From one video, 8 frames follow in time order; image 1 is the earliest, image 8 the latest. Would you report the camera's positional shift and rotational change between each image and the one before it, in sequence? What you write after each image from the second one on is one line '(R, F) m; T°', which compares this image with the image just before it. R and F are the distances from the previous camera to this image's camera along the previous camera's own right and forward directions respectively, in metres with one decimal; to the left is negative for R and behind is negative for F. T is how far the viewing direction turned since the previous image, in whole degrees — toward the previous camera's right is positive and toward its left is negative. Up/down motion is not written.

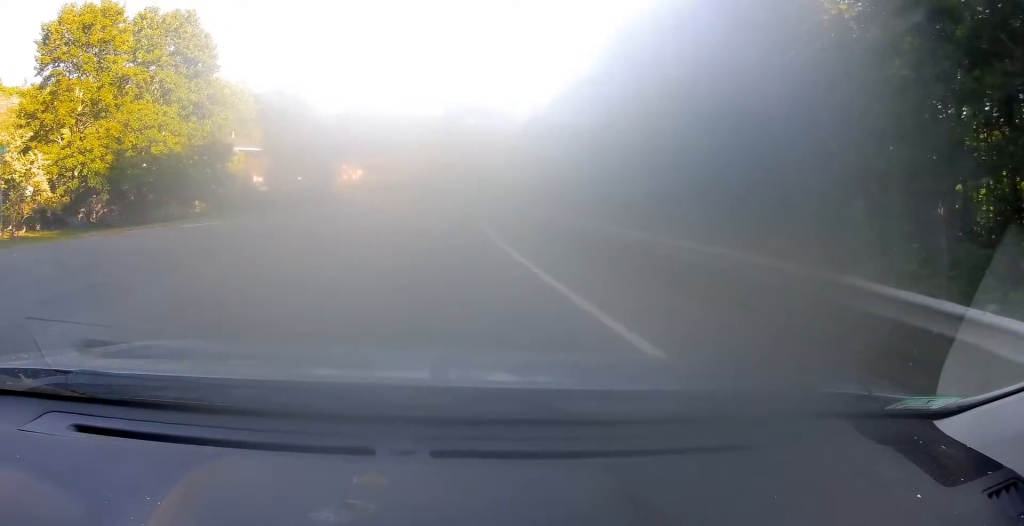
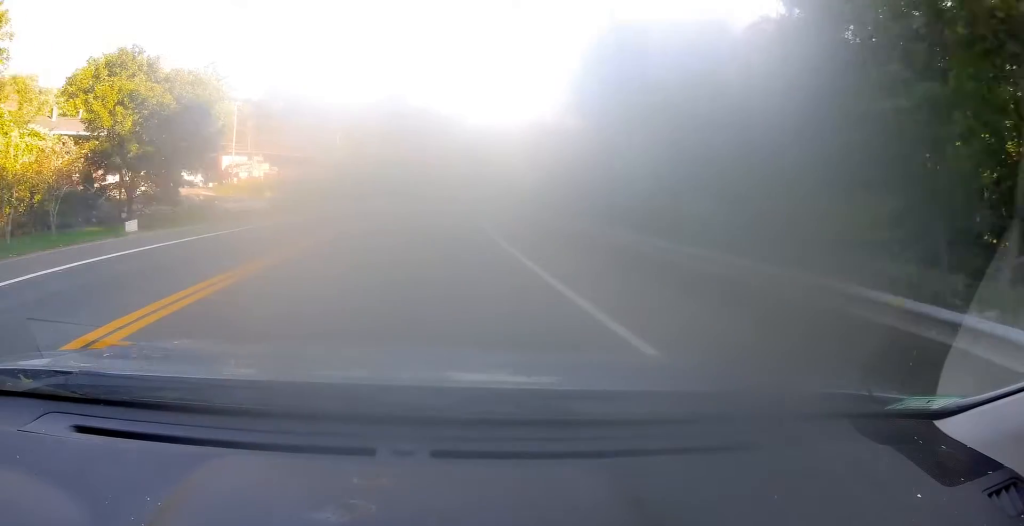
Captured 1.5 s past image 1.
(+0.8, +31.4) m; +5°
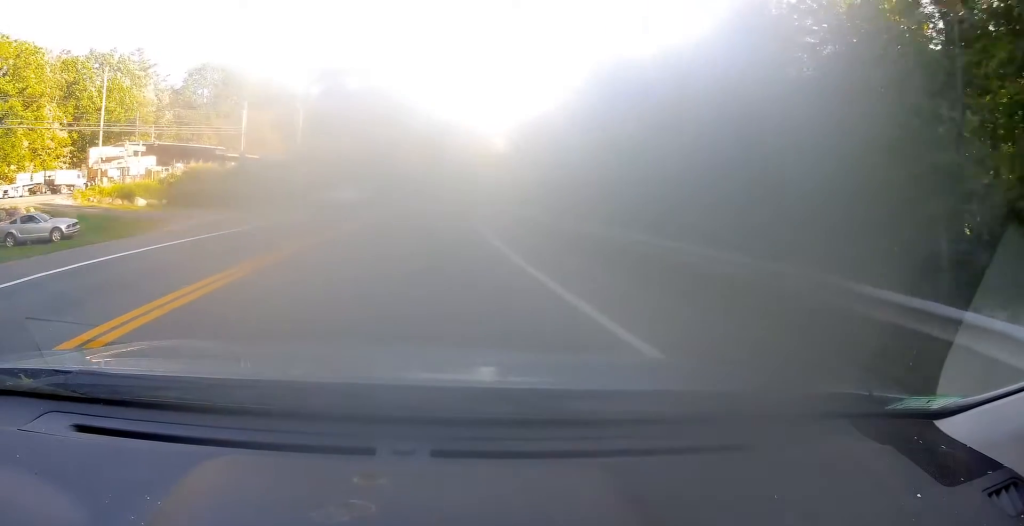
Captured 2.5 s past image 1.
(+1.3, +22.3) m; +5°
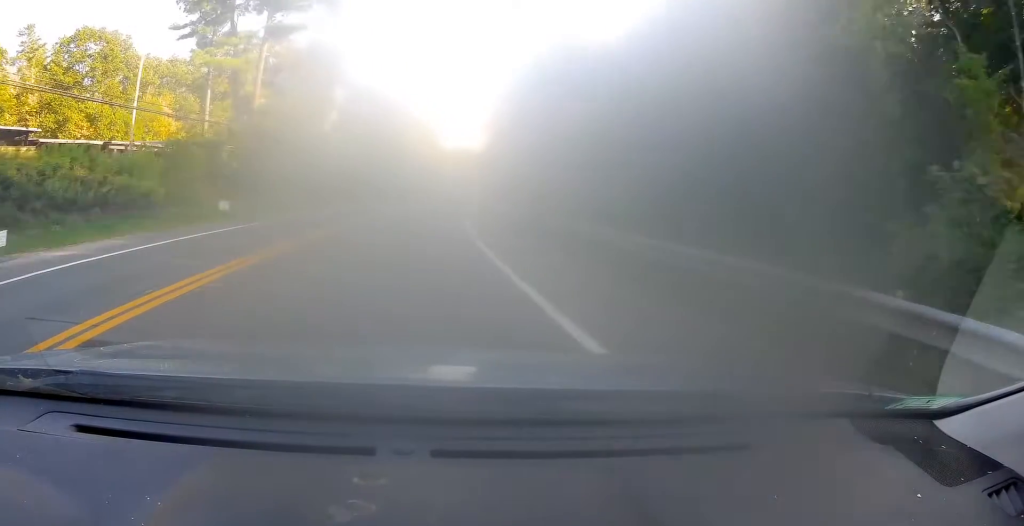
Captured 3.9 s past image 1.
(+1.4, +31.2) m; +5°
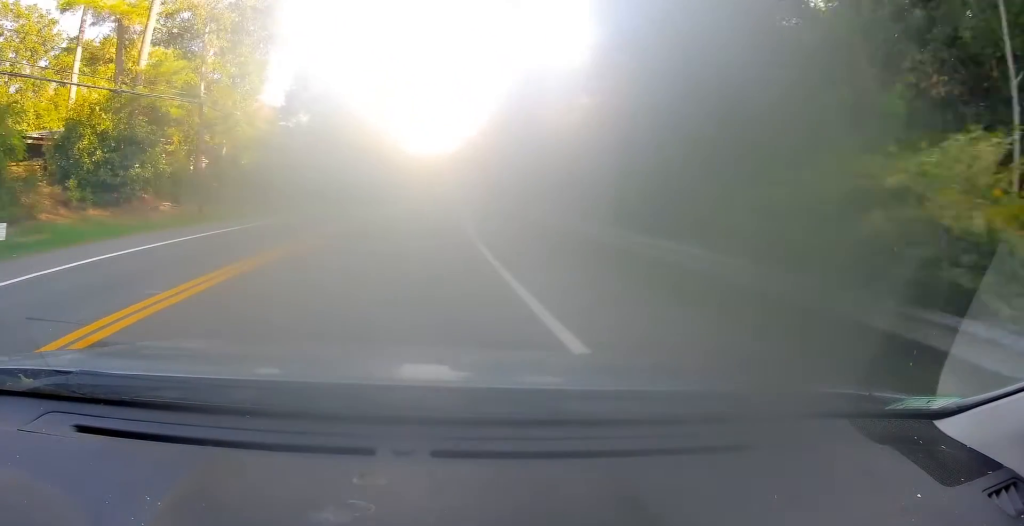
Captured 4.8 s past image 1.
(+0.5, +18.2) m; +3°
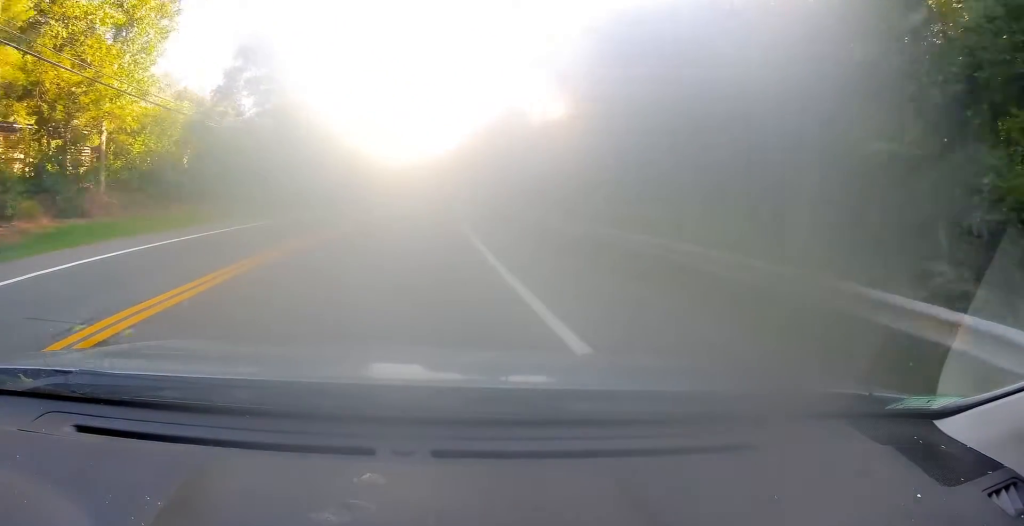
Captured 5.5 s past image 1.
(+0.3, +16.0) m; +3°
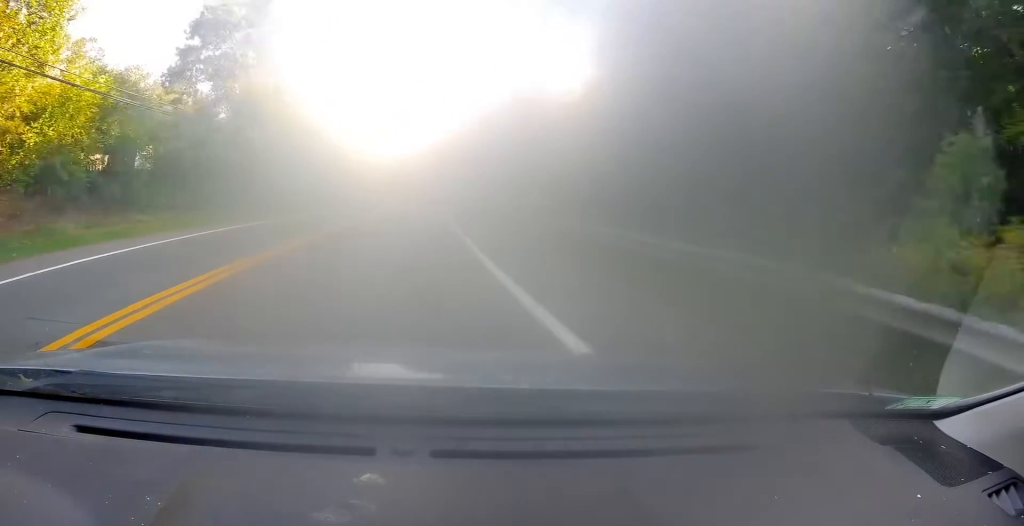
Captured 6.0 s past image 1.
(+0.2, +10.3) m; +2°
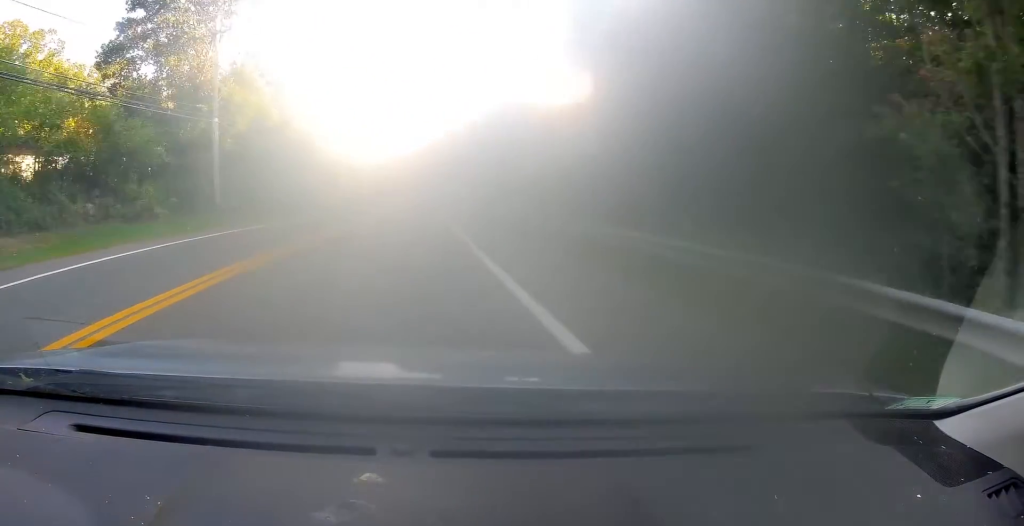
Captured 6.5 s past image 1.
(+0.1, +11.1) m; +2°
